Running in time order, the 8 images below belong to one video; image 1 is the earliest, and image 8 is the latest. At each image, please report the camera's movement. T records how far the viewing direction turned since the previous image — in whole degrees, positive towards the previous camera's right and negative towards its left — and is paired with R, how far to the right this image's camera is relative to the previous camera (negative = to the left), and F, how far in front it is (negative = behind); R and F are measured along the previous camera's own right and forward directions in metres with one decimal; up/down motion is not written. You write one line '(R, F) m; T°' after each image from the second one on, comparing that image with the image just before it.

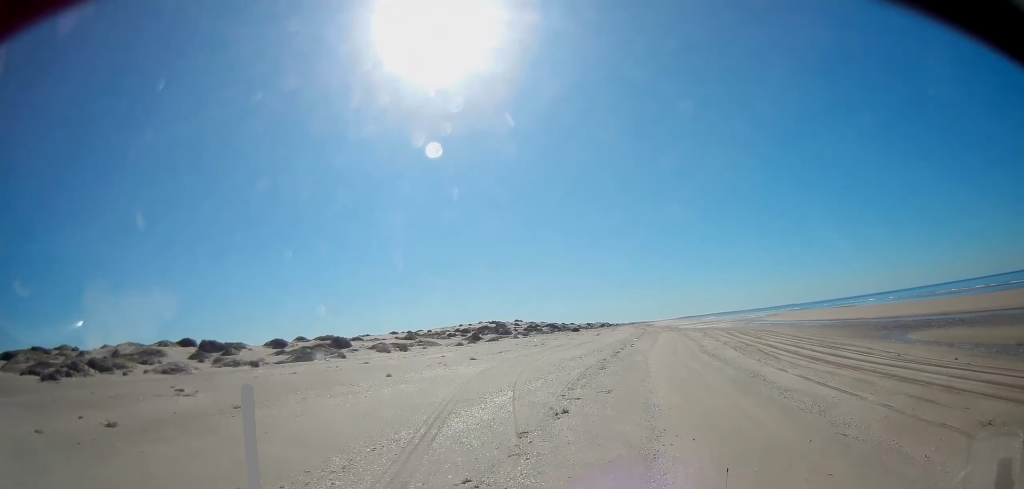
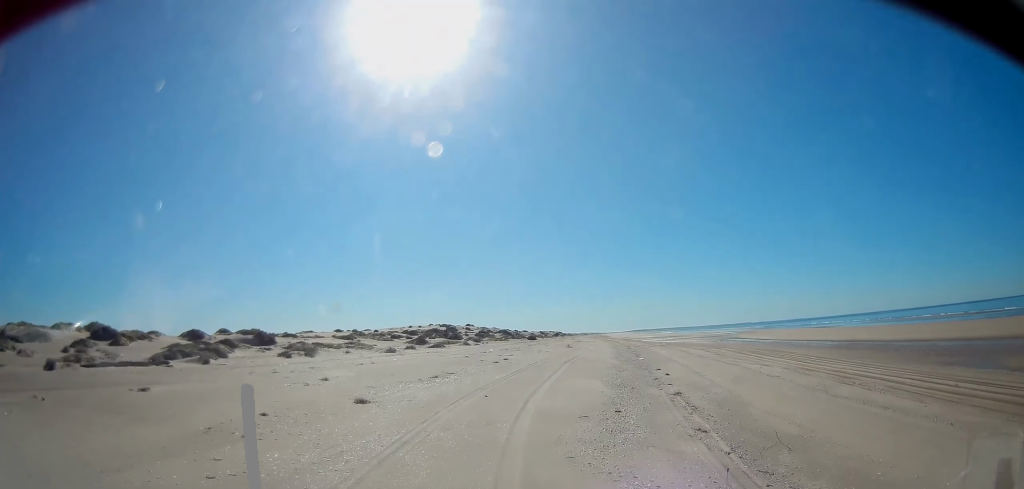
(+1.1, +19.4) m; +7°
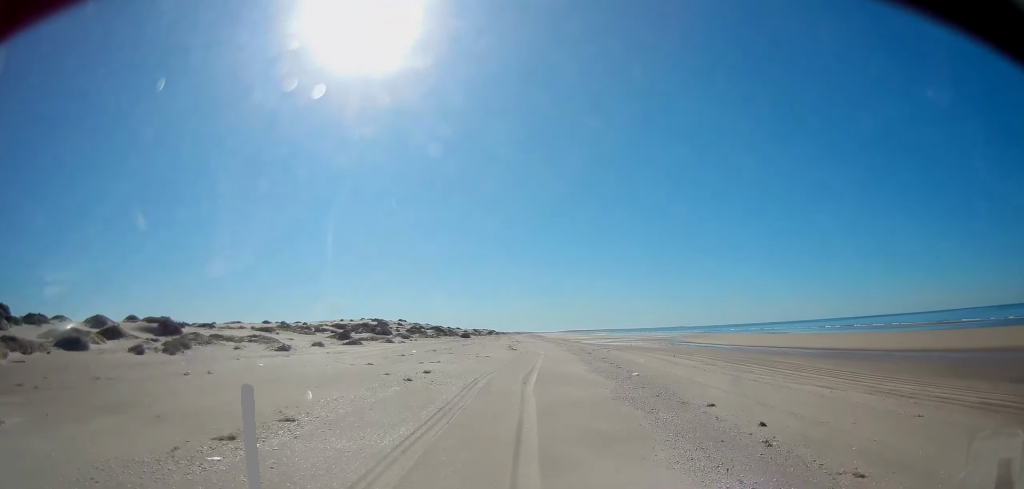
(+0.5, +13.8) m; +3°
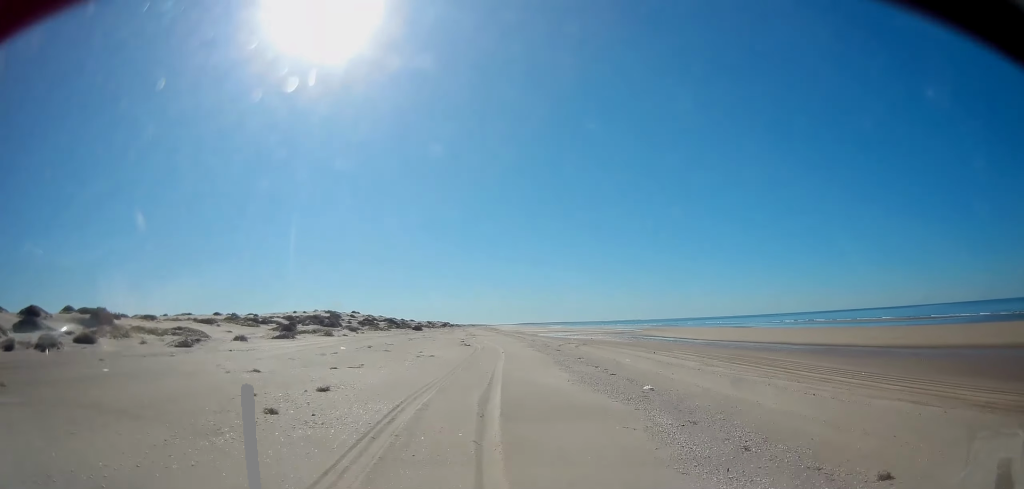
(+0.1, +9.0) m; +1°
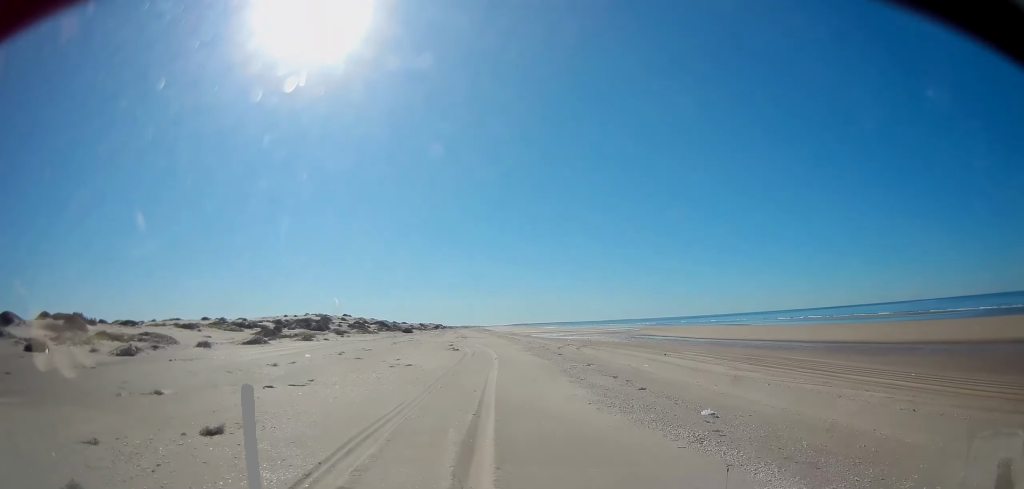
(0.0, +5.7) m; +1°
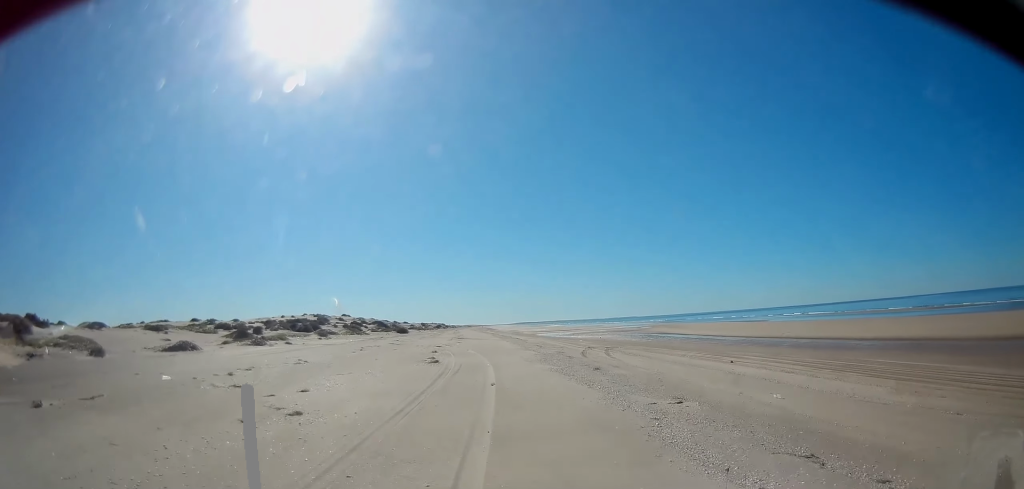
(+0.3, +14.2) m; +3°
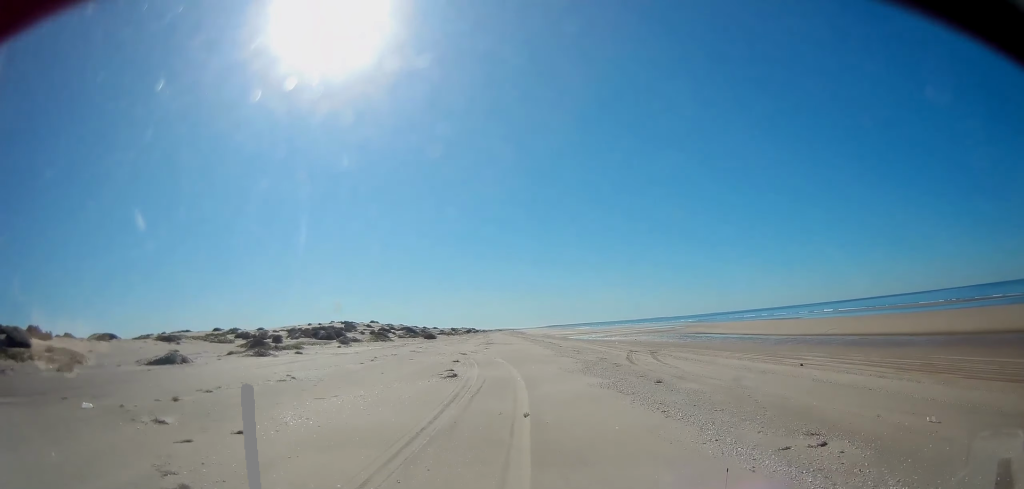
(+0.3, +5.4) m; 0°
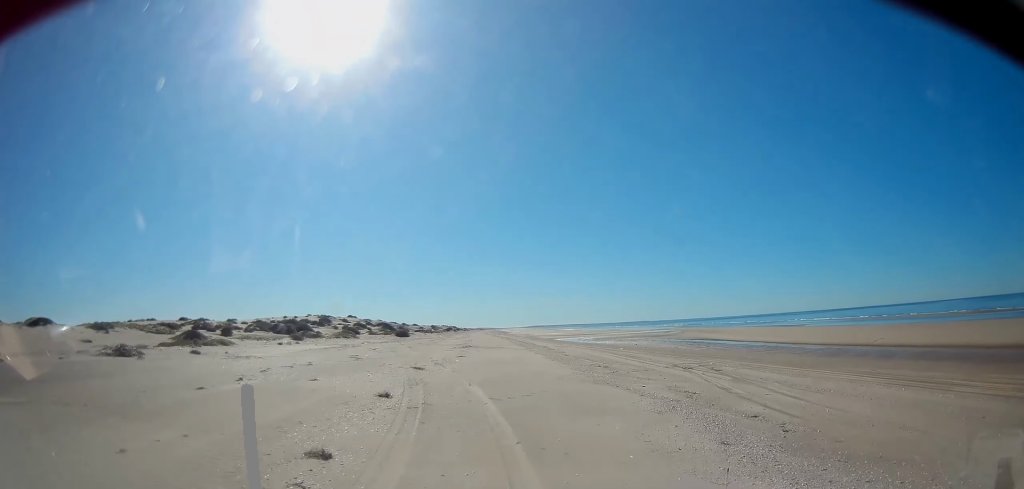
(-0.2, +17.3) m; +2°
